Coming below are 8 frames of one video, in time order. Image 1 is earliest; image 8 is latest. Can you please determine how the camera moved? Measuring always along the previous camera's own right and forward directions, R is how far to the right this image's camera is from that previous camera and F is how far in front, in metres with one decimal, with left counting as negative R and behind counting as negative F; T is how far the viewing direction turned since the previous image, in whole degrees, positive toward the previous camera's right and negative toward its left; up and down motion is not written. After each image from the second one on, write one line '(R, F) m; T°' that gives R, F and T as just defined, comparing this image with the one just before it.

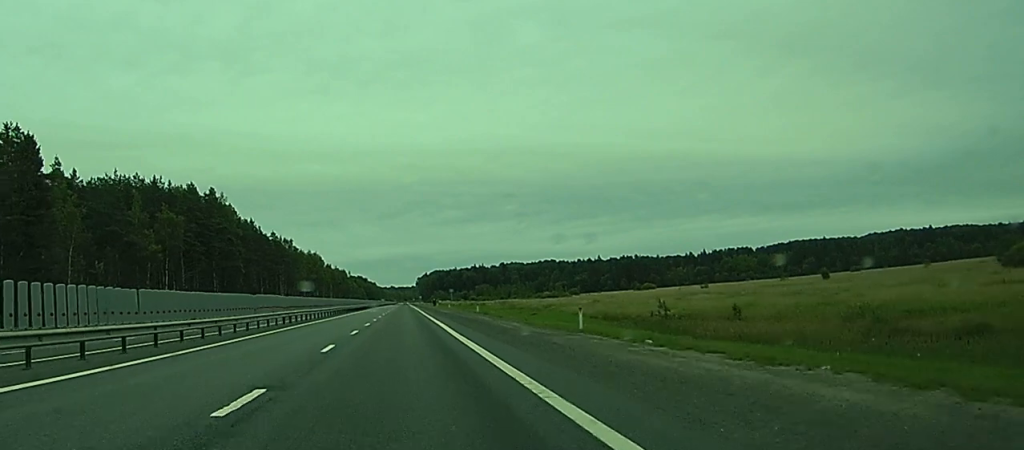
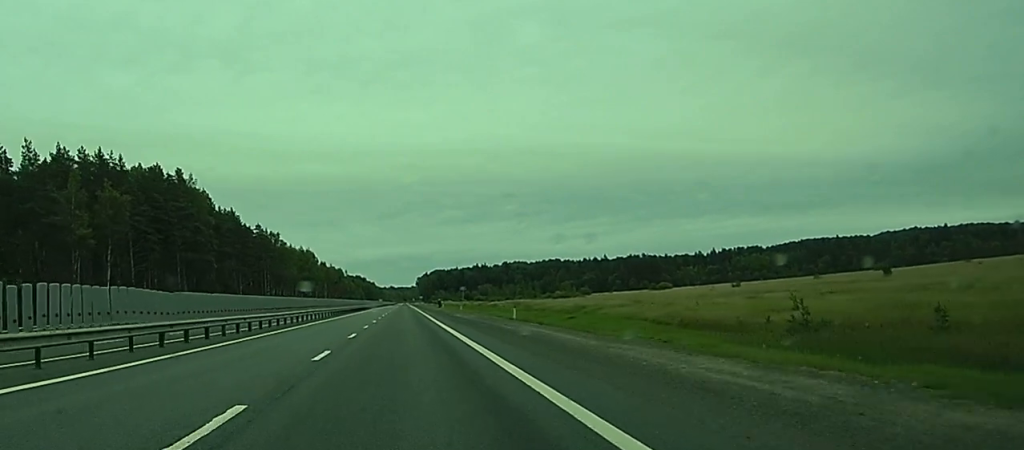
(0.0, +26.9) m; 0°
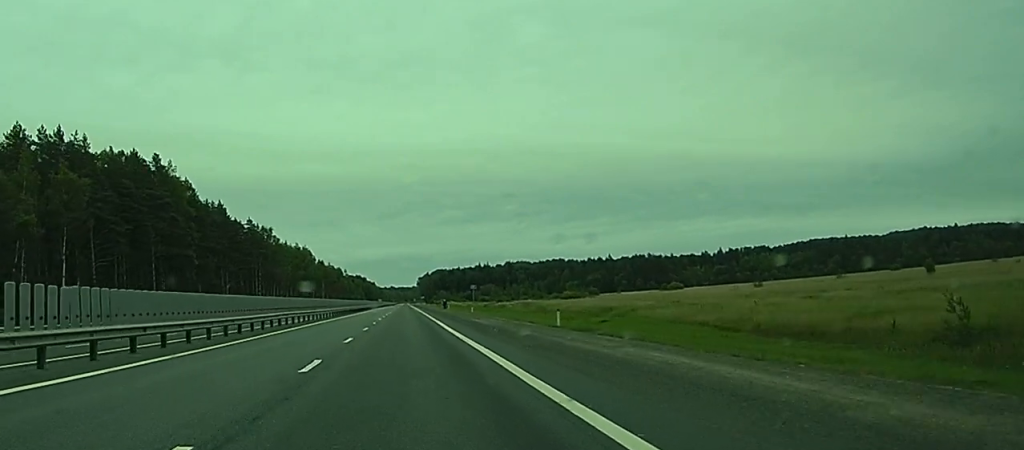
(+0.1, +15.0) m; 0°
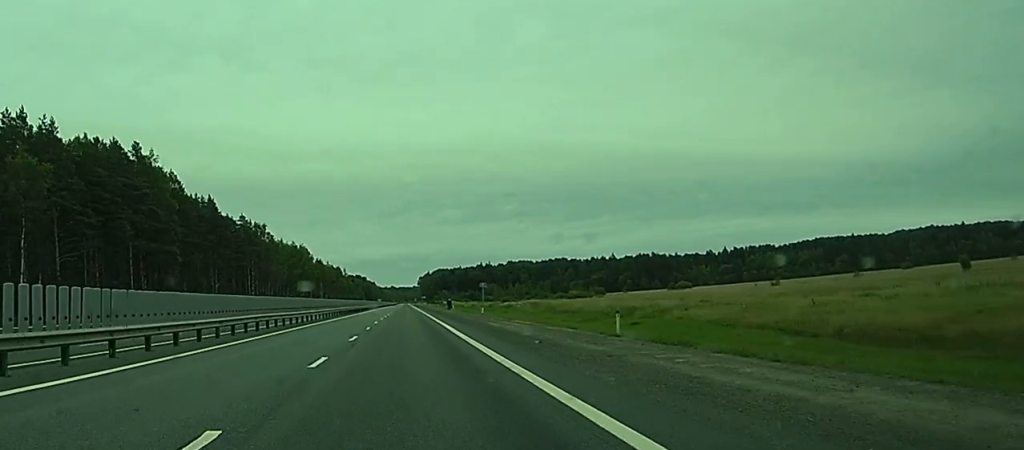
(-0.1, +10.8) m; 0°
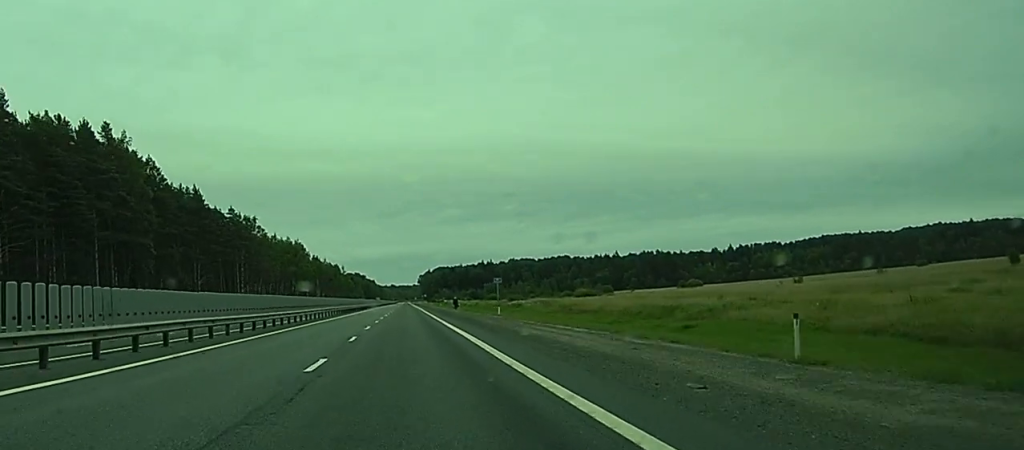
(-0.1, +13.2) m; 0°
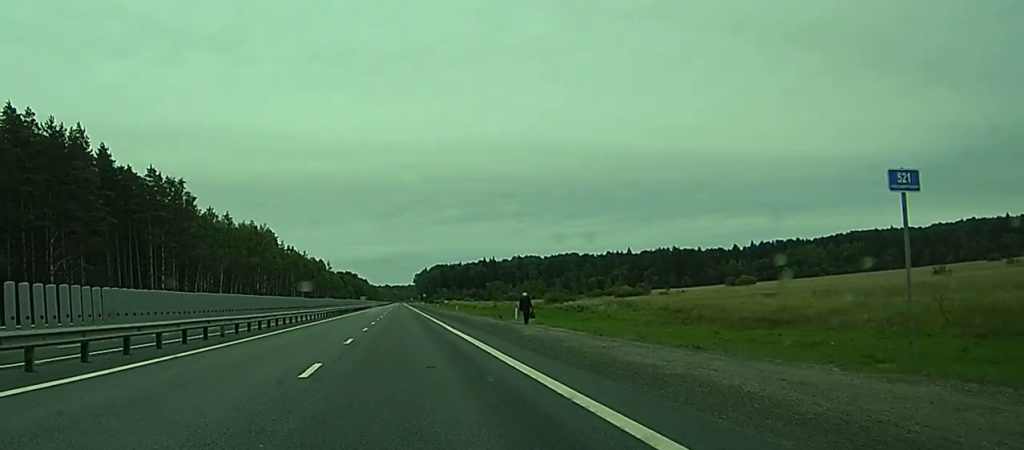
(-0.6, +59.9) m; -1°
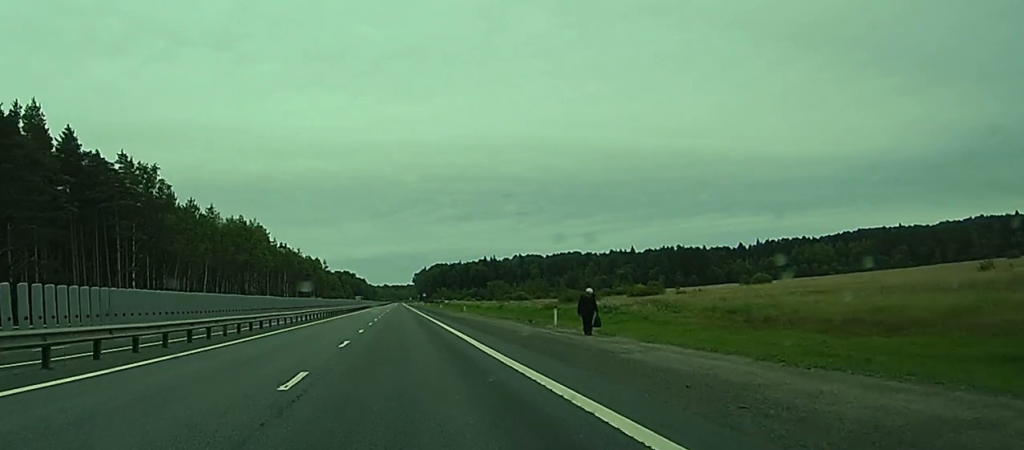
(0.0, +13.9) m; 0°
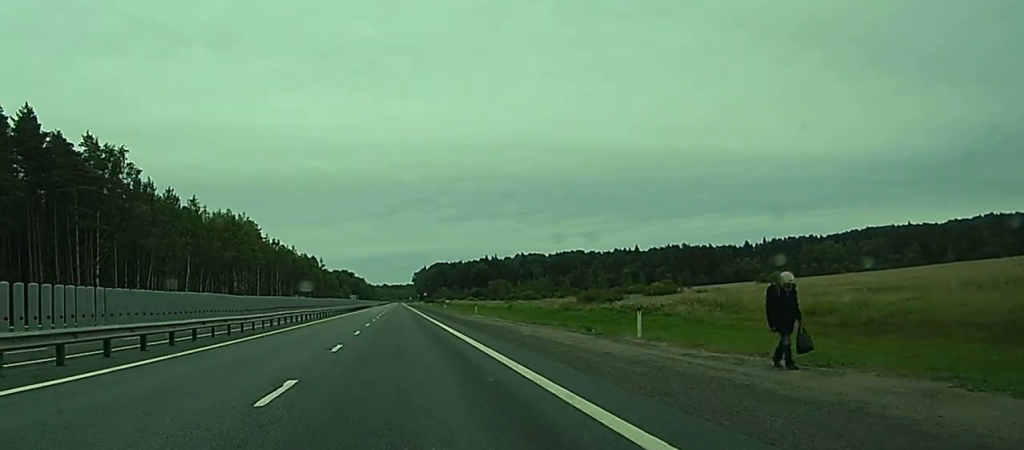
(0.0, +13.9) m; 0°
